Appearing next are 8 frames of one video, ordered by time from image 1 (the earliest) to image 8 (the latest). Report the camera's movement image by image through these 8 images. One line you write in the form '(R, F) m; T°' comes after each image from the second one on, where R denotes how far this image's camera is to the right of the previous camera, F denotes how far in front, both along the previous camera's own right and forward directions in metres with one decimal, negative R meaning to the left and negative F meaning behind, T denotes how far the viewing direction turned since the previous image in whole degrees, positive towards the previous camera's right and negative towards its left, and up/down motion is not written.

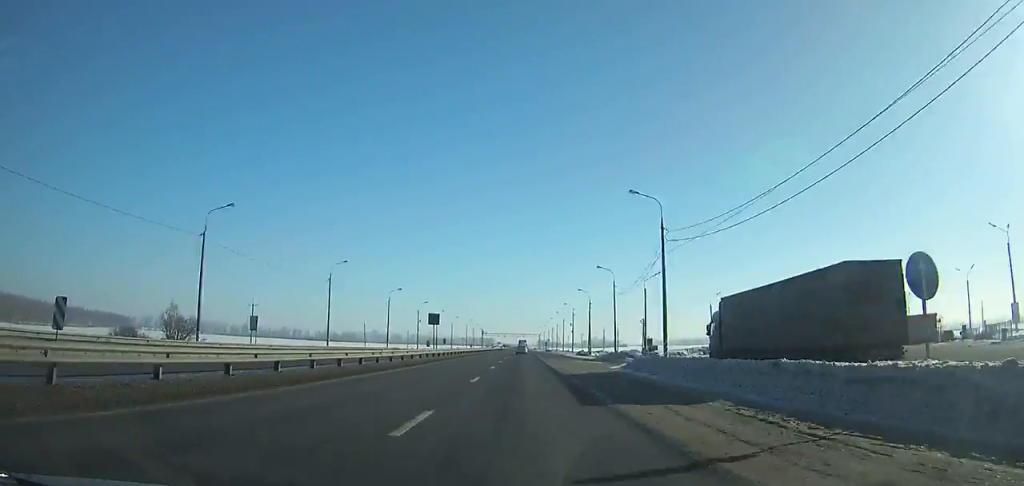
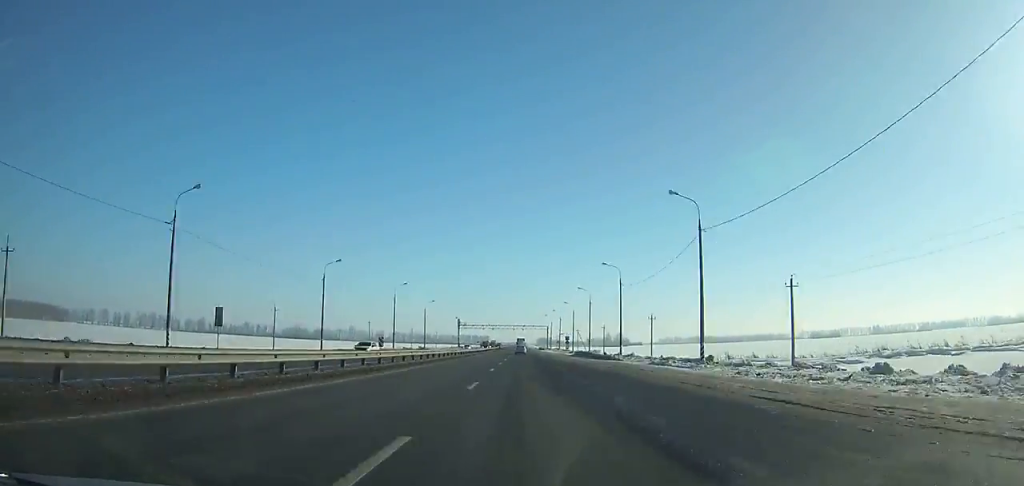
(+0.4, +120.3) m; 0°
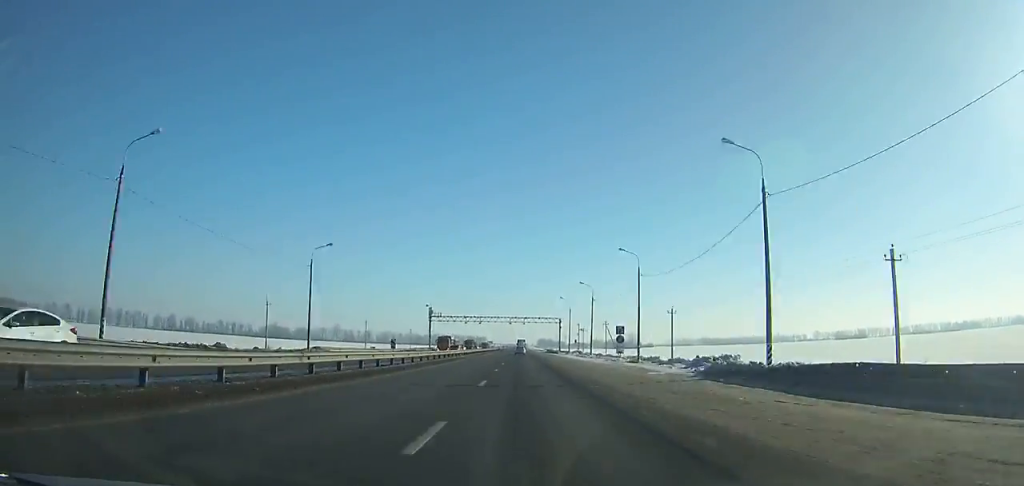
(0.0, +70.1) m; 0°
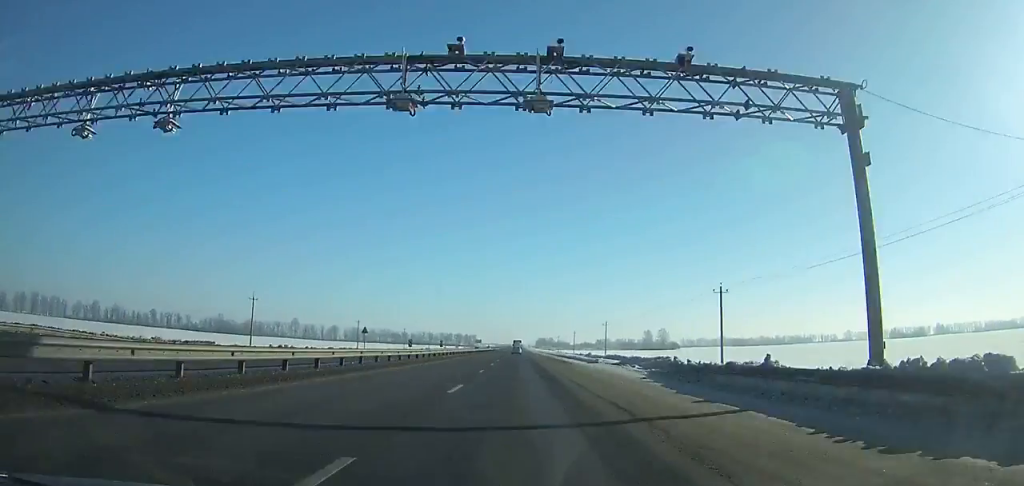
(+0.3, +137.4) m; 0°
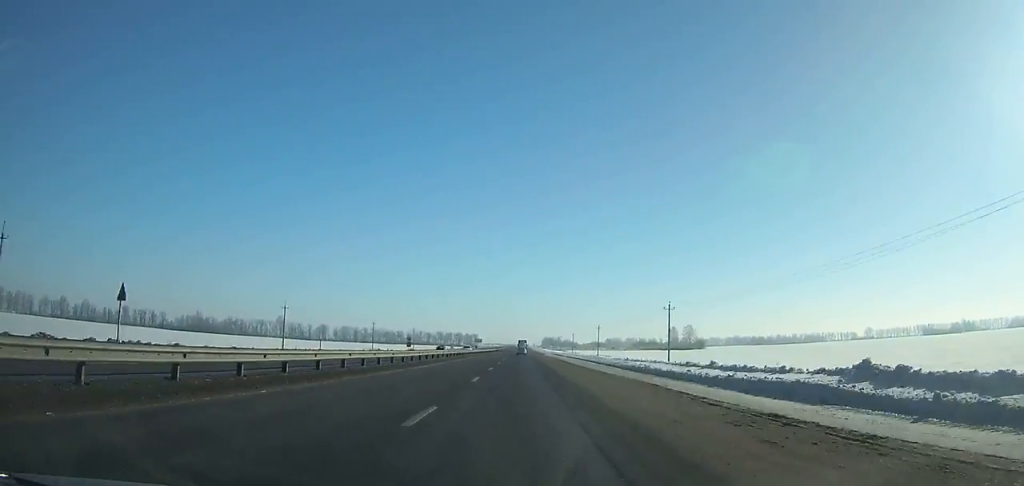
(-0.1, +54.8) m; 0°
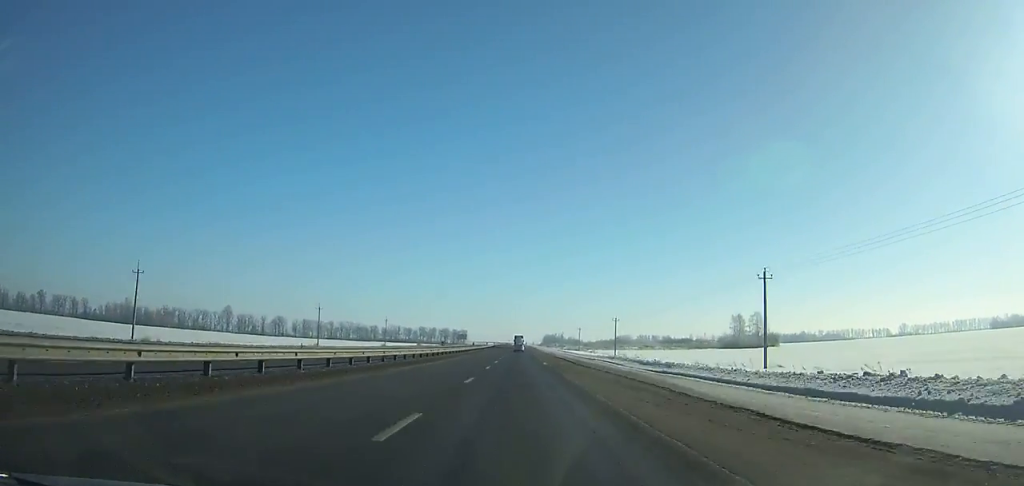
(0.0, +108.9) m; 0°
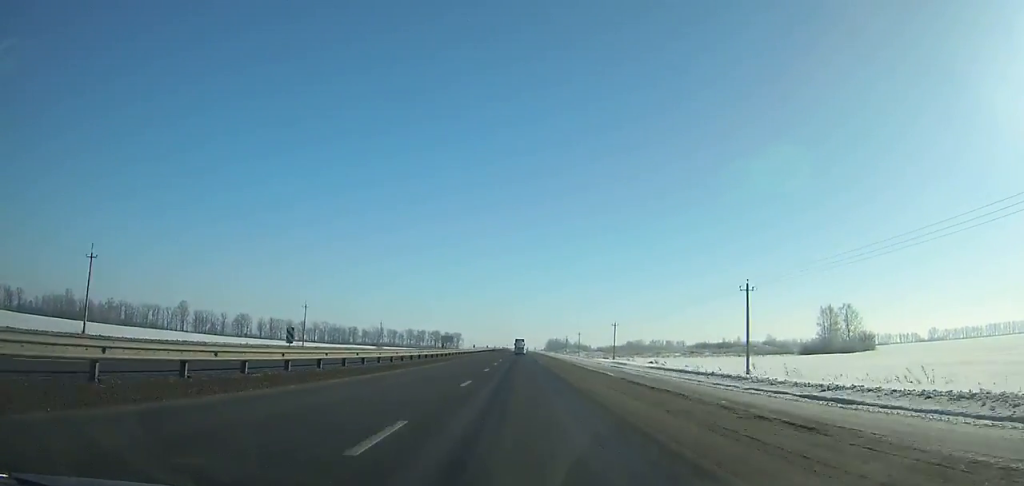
(0.0, +73.1) m; 0°
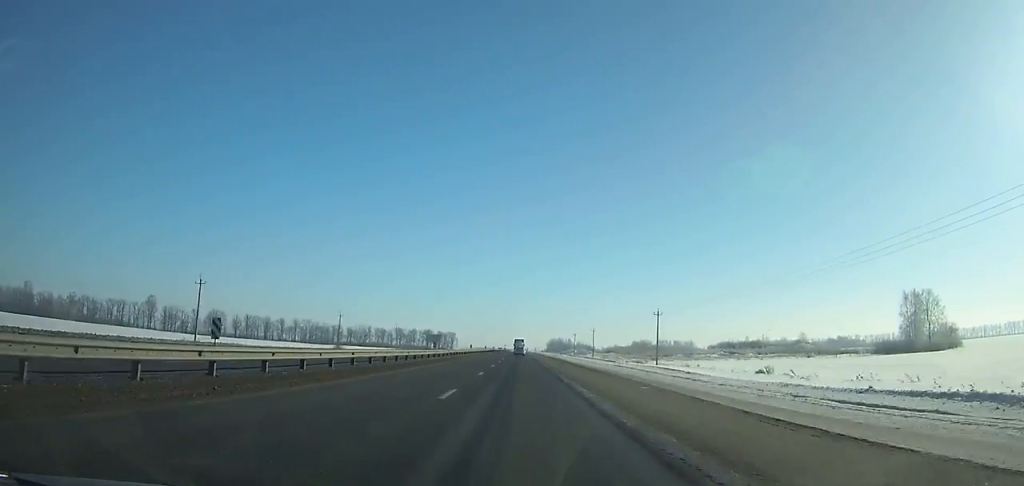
(0.0, +40.9) m; 0°
